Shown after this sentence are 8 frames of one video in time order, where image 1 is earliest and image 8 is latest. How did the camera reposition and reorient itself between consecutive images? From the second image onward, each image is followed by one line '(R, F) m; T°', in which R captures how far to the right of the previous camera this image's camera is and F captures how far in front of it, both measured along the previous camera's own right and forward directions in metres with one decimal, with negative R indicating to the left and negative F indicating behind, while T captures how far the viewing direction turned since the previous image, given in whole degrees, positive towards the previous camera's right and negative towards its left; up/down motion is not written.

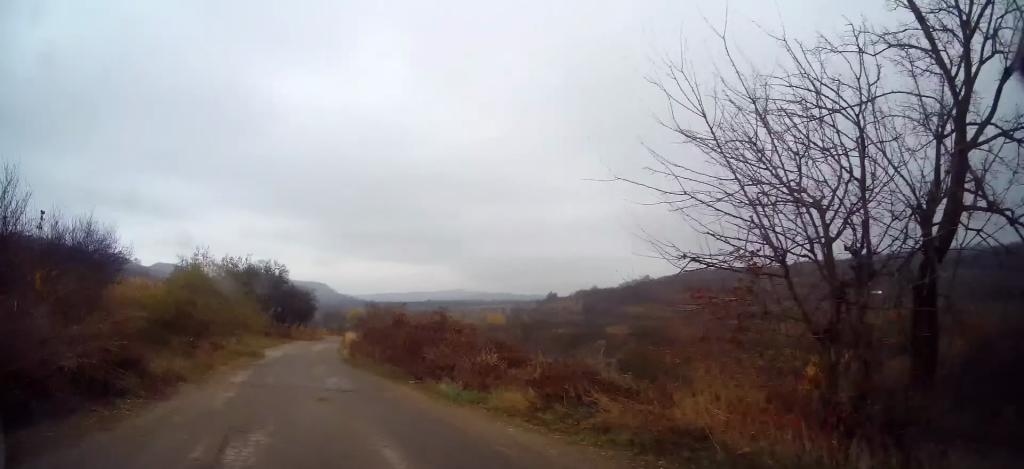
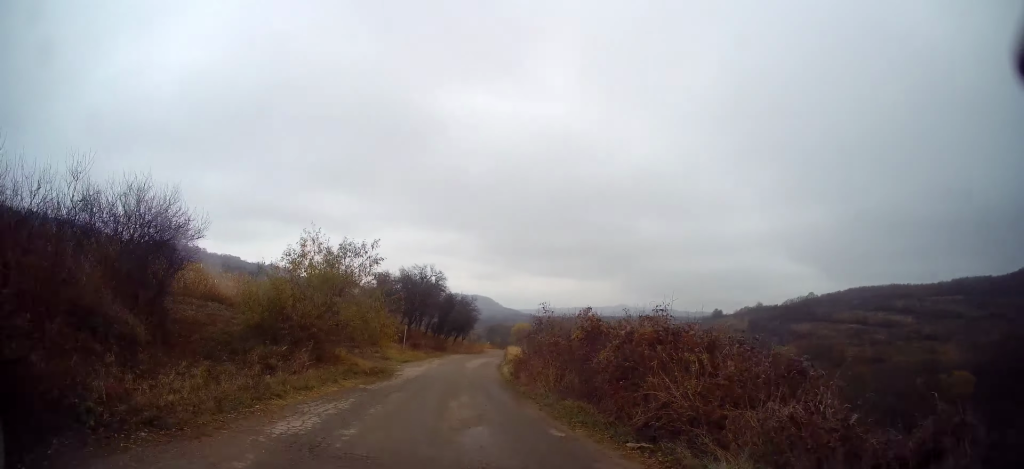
(-0.5, +5.3) m; -12°
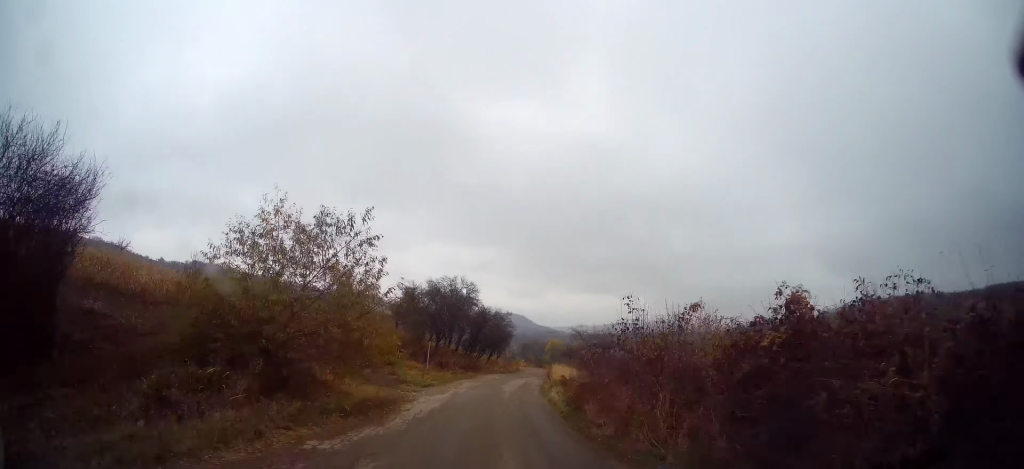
(-0.6, +5.7) m; -4°
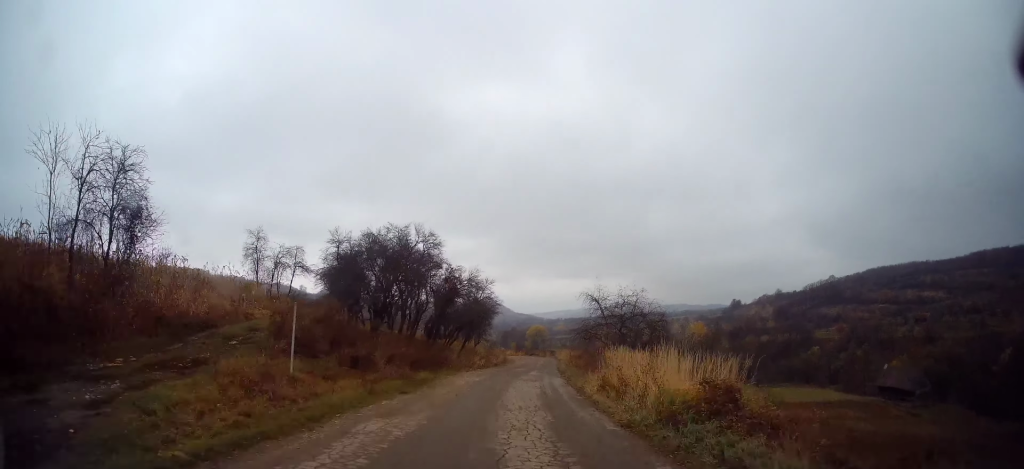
(-0.1, +19.8) m; +1°
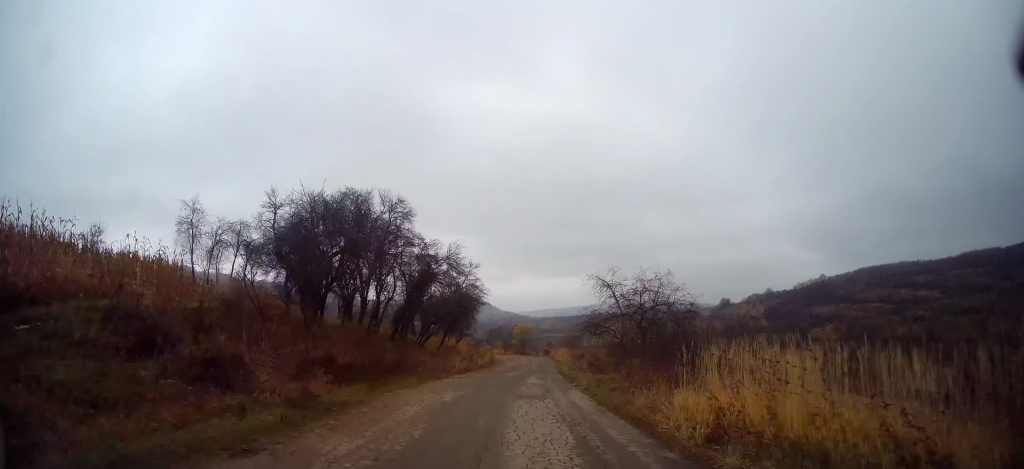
(0.0, +8.2) m; +1°
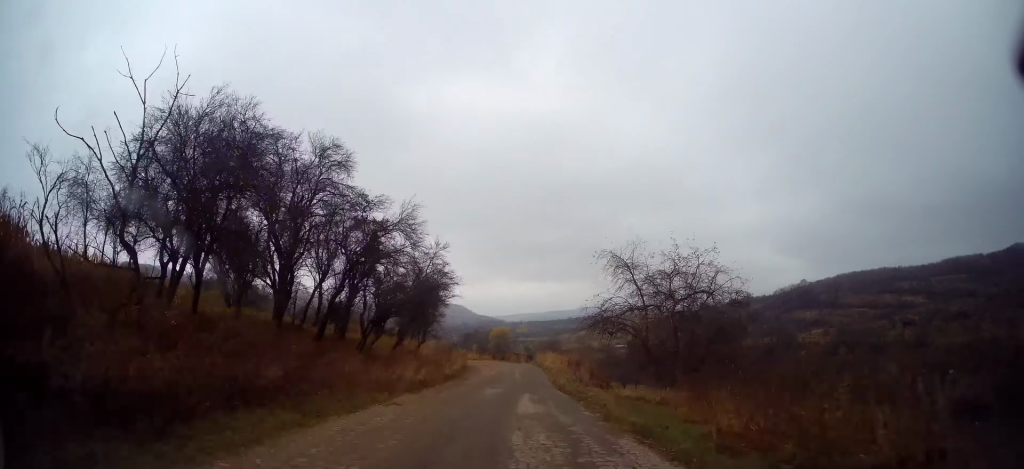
(0.0, +8.6) m; +1°
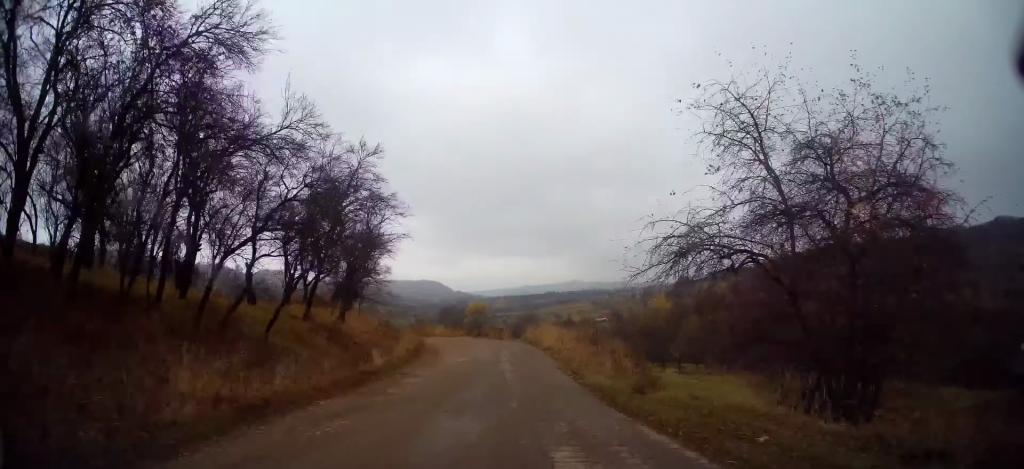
(+0.3, +12.1) m; +3°
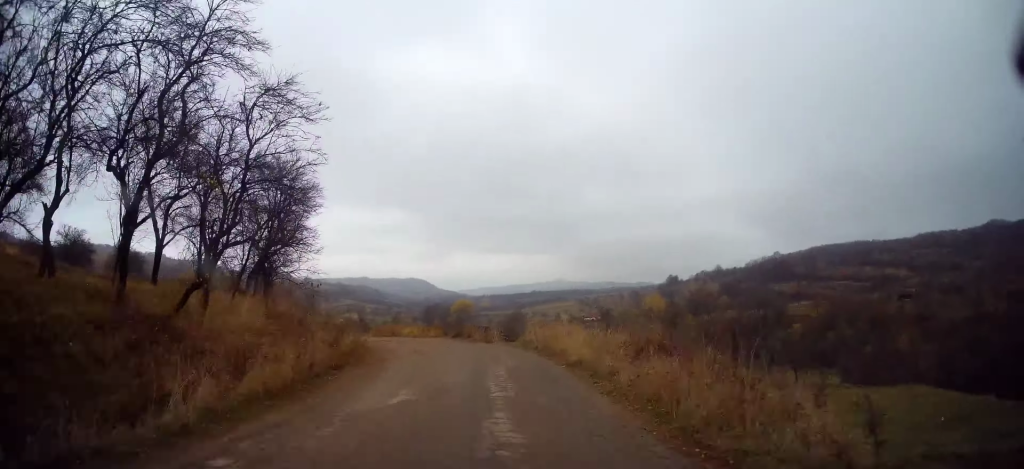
(+0.3, +9.2) m; +1°
